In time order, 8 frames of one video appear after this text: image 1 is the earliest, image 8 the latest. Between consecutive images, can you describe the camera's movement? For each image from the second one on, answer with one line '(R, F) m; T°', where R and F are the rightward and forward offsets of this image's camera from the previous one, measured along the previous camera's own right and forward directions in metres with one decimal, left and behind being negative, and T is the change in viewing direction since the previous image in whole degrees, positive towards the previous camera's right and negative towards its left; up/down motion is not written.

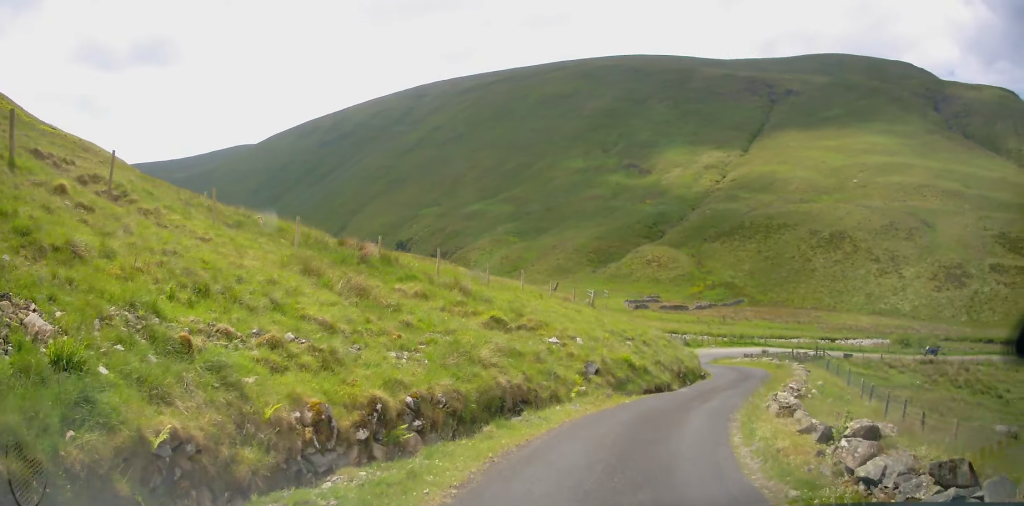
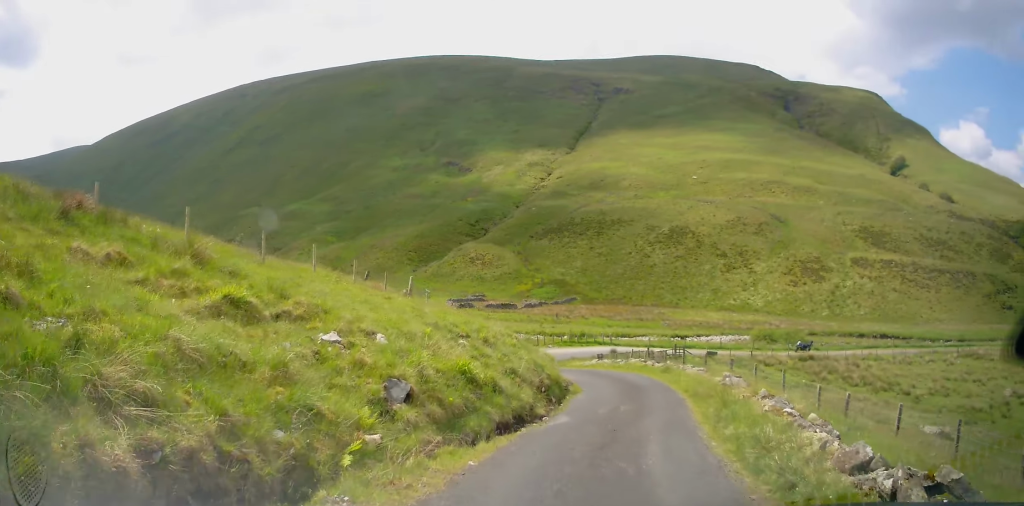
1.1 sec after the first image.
(+0.8, +7.4) m; +11°
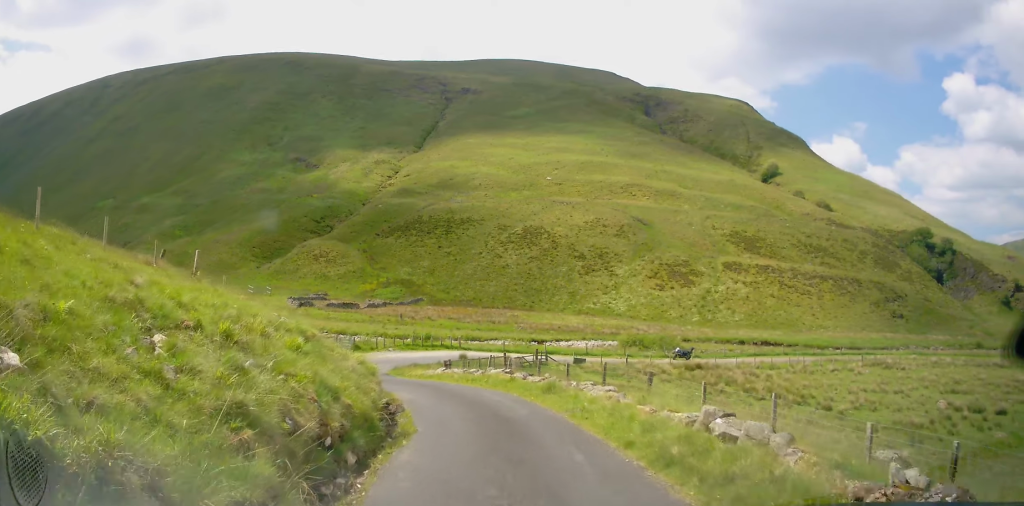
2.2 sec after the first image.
(+0.6, +7.5) m; +11°
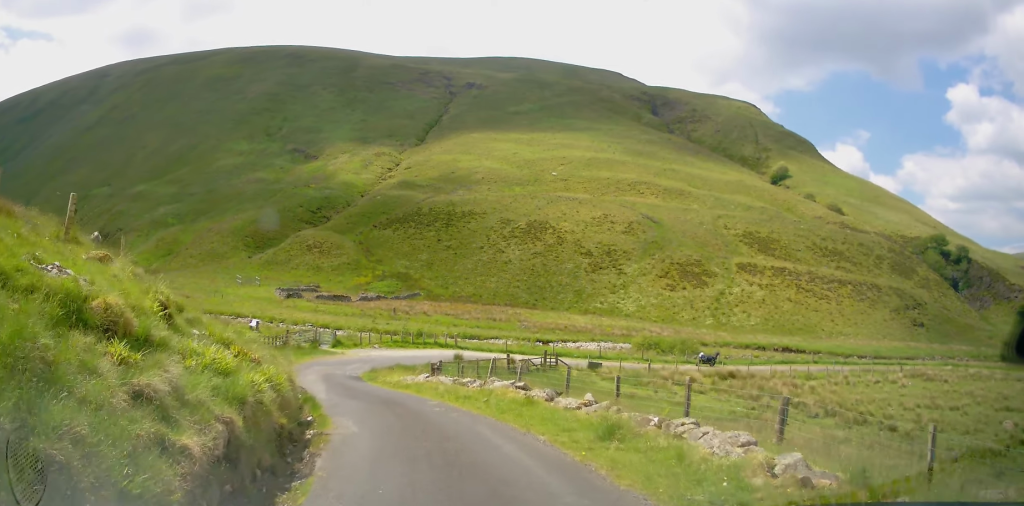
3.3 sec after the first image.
(+0.6, +7.1) m; +3°
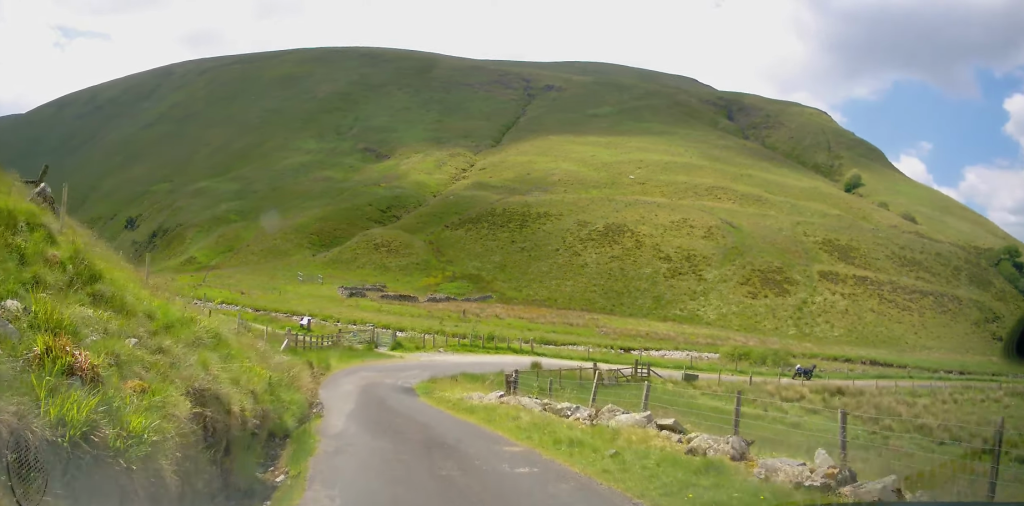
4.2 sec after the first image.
(-0.3, +5.7) m; -9°
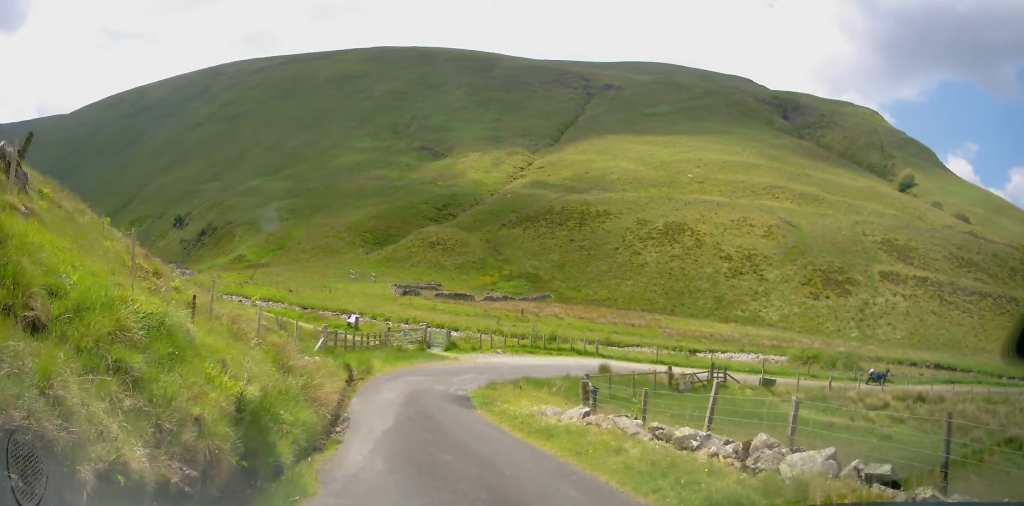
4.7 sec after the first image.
(0.0, +3.1) m; -5°
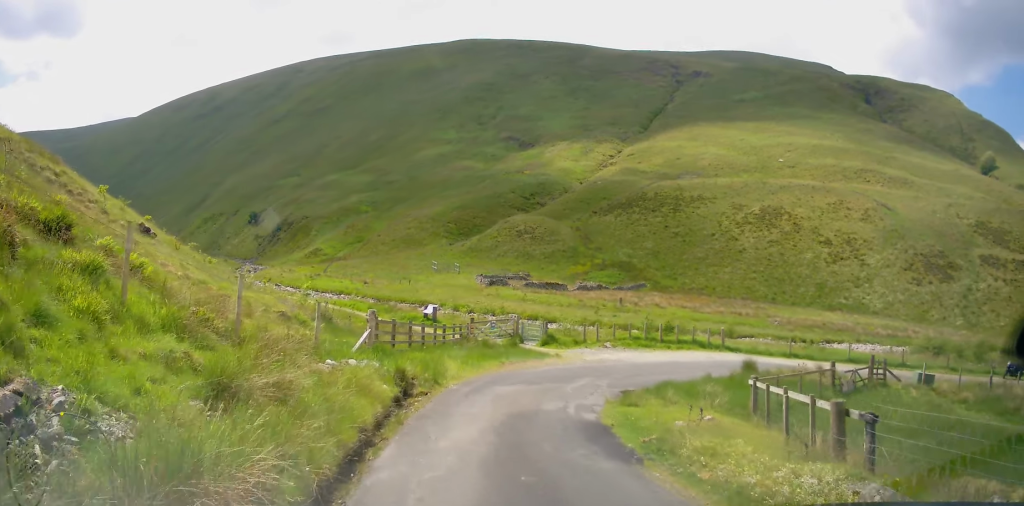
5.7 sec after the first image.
(-0.8, +6.6) m; -3°
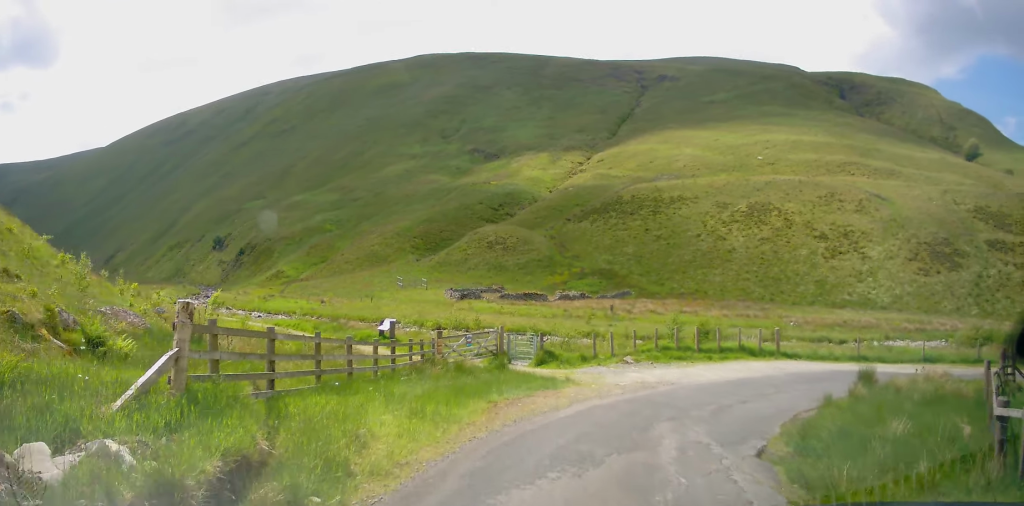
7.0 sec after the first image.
(+0.6, +8.3) m; +5°
